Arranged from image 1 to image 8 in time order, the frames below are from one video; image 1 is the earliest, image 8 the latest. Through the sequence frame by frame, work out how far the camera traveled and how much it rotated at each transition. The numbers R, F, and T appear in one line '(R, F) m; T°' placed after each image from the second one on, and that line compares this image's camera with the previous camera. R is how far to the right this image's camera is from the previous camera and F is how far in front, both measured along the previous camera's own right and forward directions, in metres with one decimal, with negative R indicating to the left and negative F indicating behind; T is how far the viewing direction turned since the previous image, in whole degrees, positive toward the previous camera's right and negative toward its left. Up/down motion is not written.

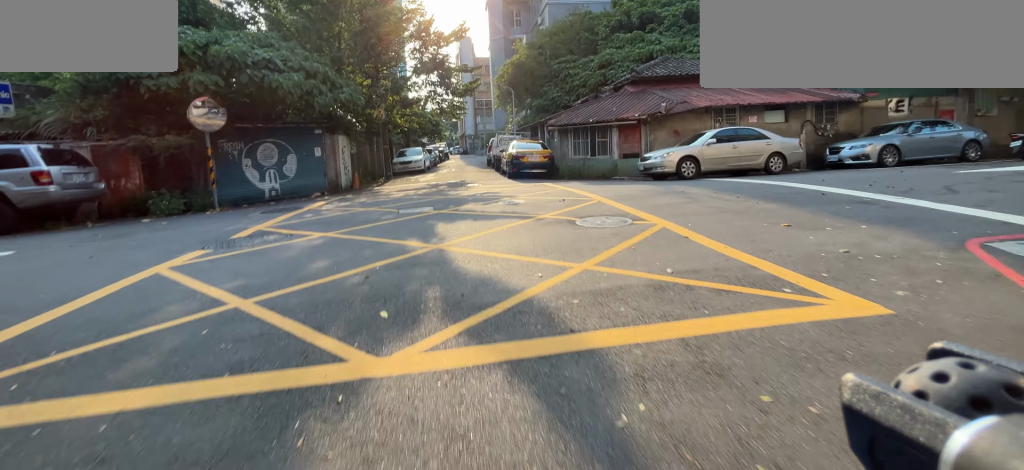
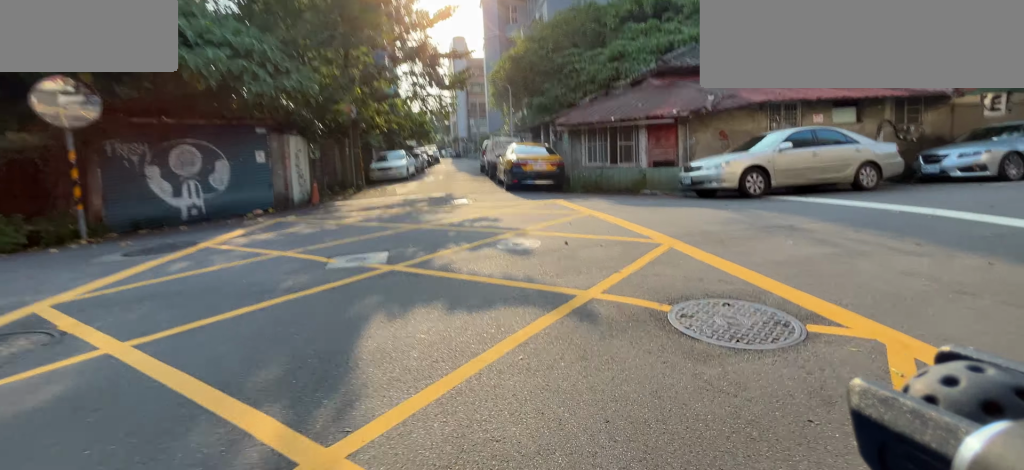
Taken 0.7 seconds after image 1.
(+0.1, +3.7) m; +1°
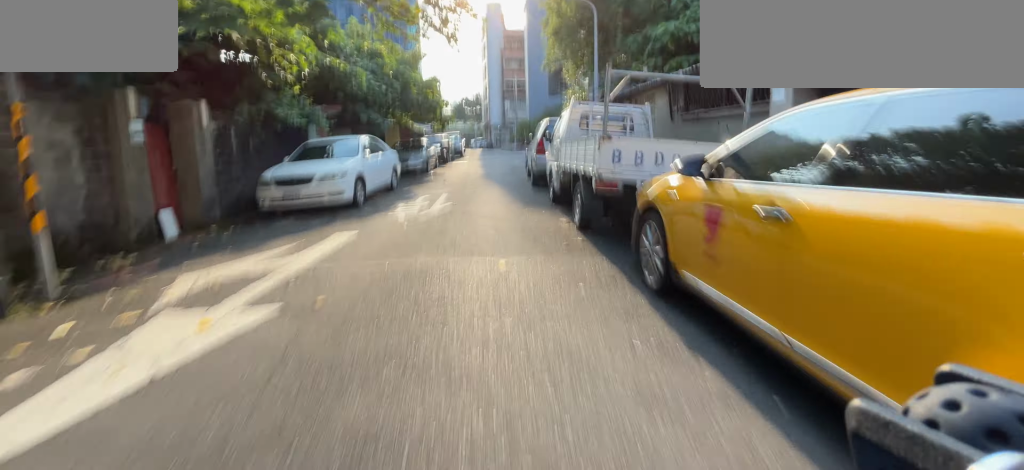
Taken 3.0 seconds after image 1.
(-0.5, +12.8) m; -4°
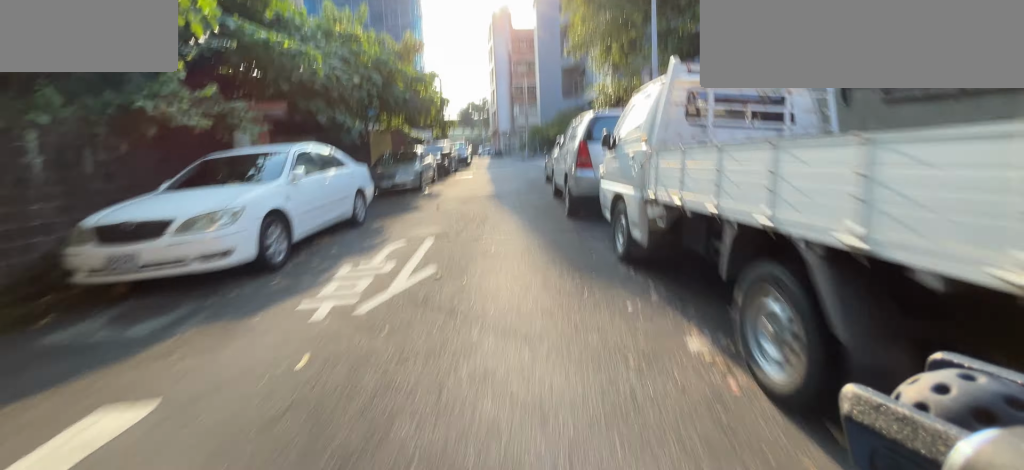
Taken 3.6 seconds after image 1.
(0.0, +3.8) m; -1°
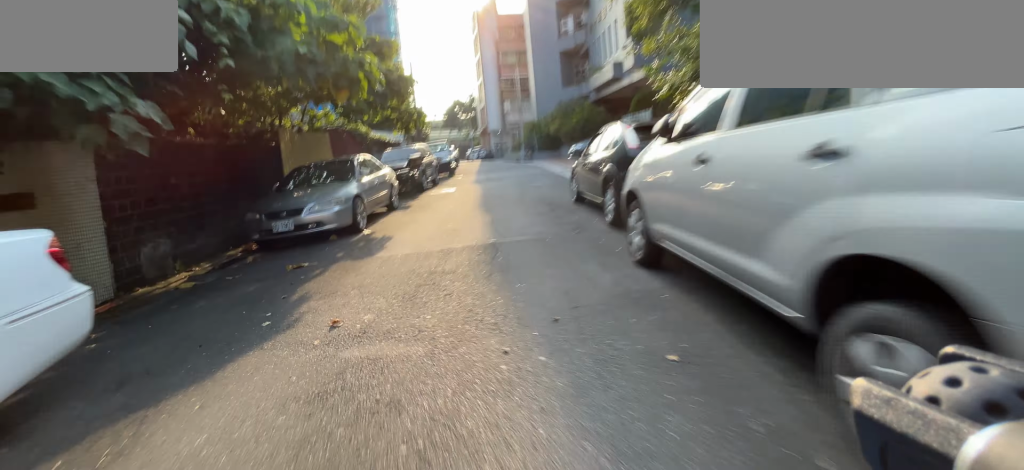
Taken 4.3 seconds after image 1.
(-0.1, +6.1) m; -1°
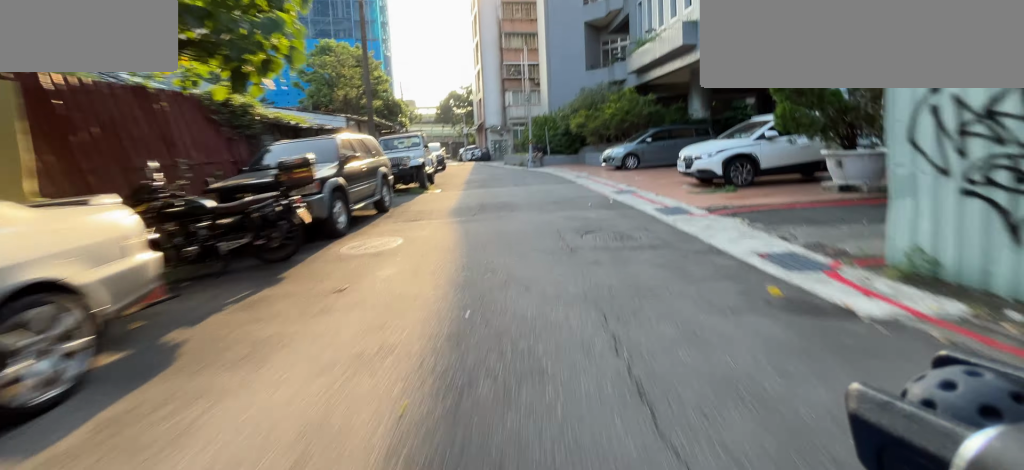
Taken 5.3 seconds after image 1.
(-0.1, +8.5) m; 0°
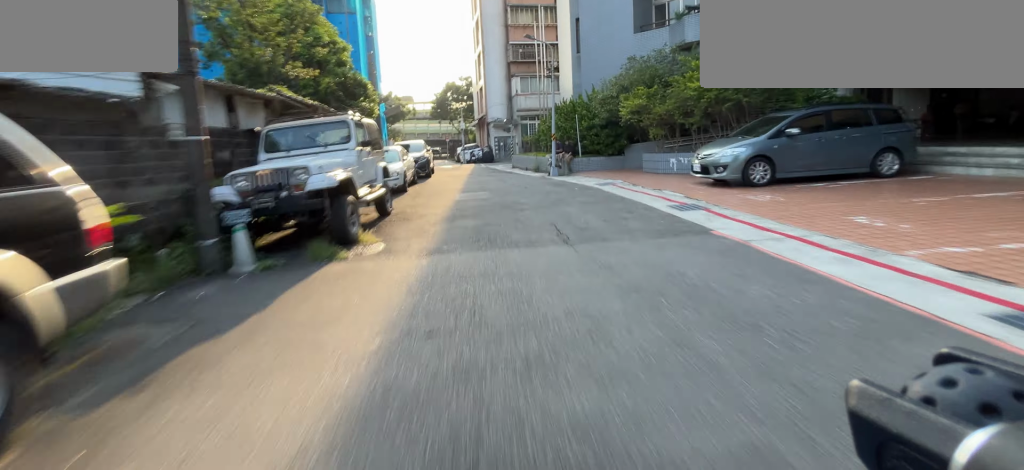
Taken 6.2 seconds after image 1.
(0.0, +8.0) m; +1°
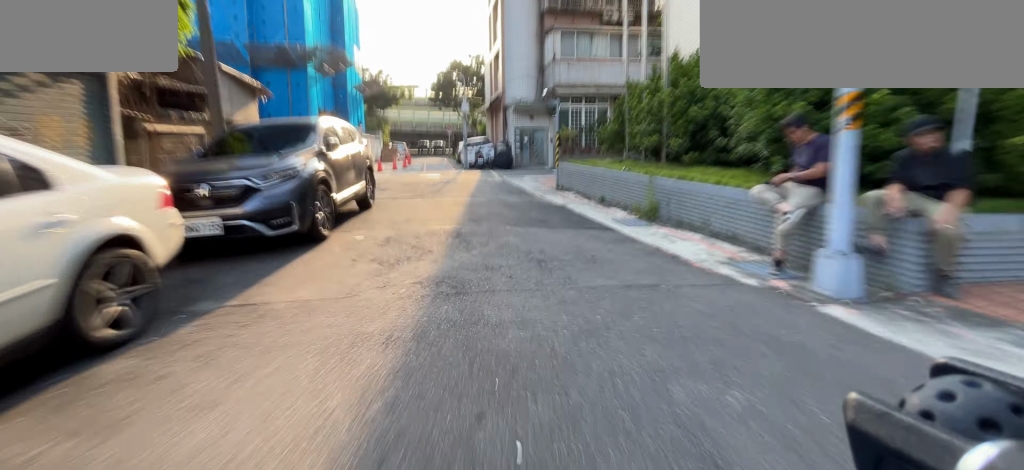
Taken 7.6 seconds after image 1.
(0.0, +12.9) m; 0°
